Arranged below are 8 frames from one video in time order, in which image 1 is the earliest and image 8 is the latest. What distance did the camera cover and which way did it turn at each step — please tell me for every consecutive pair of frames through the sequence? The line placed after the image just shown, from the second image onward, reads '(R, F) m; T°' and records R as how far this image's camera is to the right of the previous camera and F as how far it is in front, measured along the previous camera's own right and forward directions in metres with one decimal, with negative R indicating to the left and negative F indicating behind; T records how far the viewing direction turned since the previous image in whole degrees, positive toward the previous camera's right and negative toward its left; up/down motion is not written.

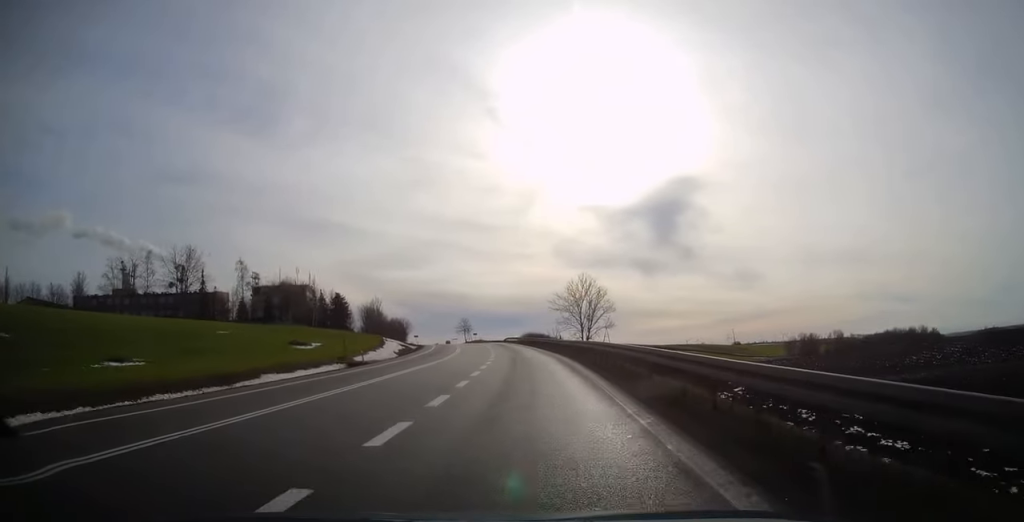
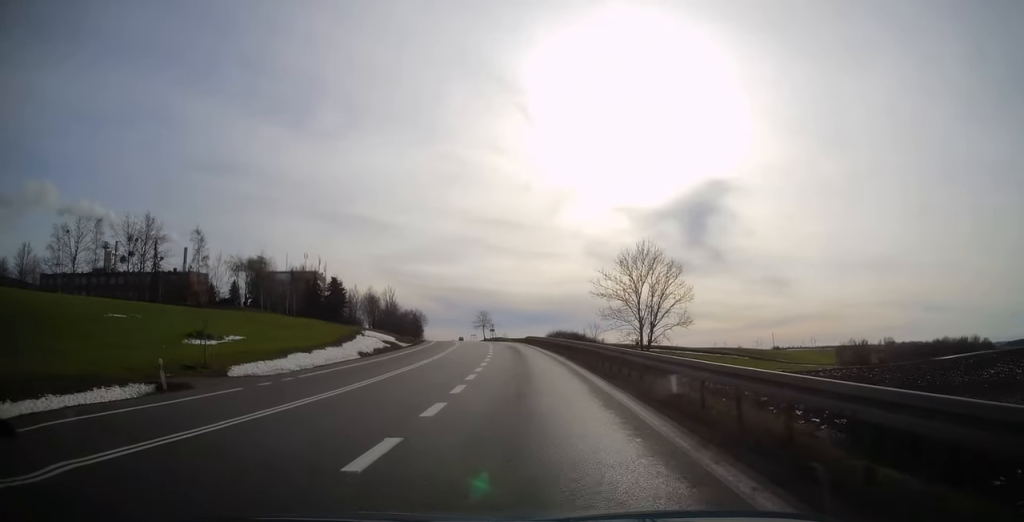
(-0.3, +26.7) m; -2°
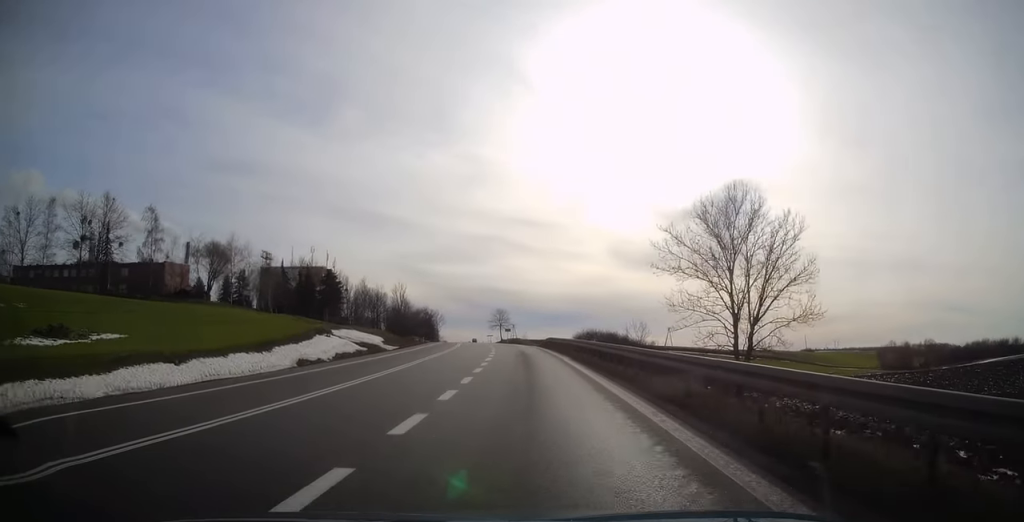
(-0.4, +18.8) m; -2°
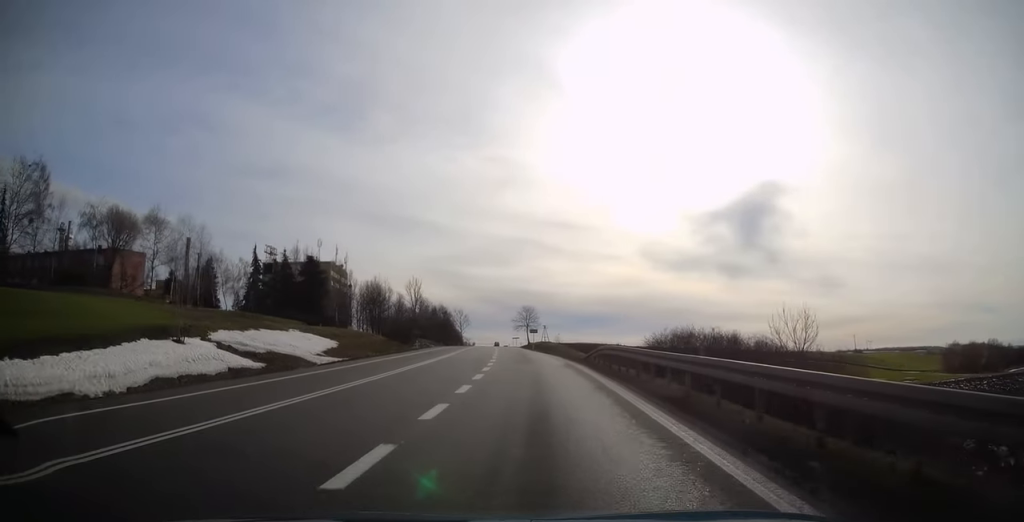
(-0.7, +27.5) m; -3°
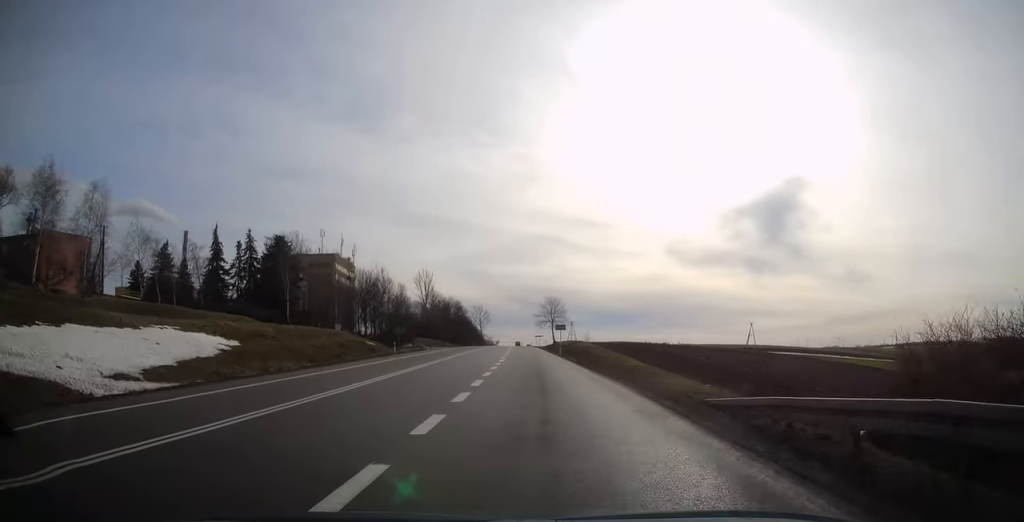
(-0.5, +22.2) m; -2°
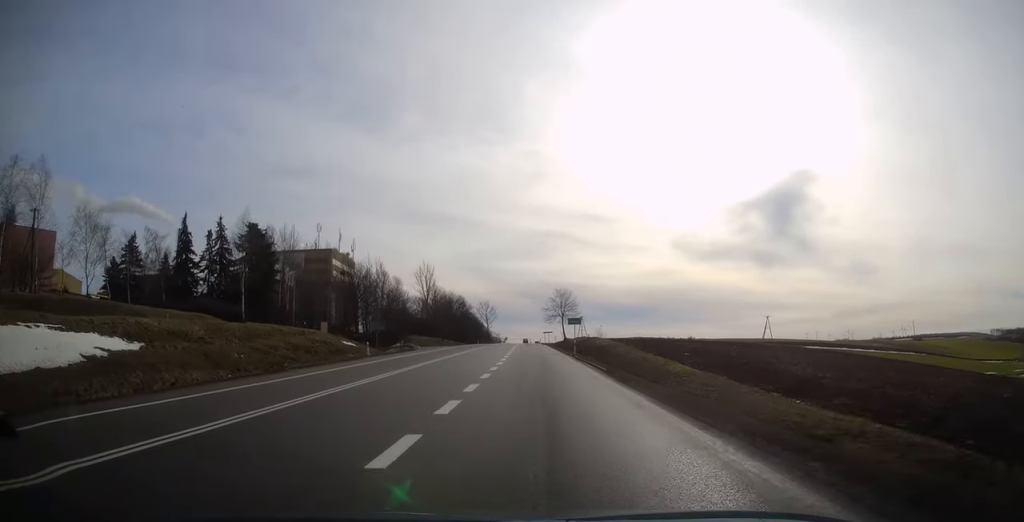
(-0.1, +10.5) m; -1°
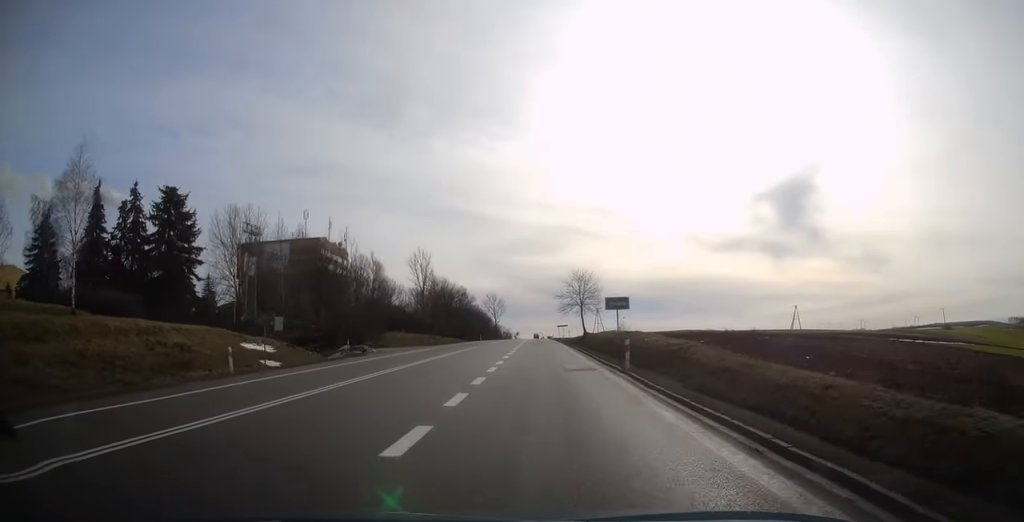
(-0.4, +20.5) m; -1°
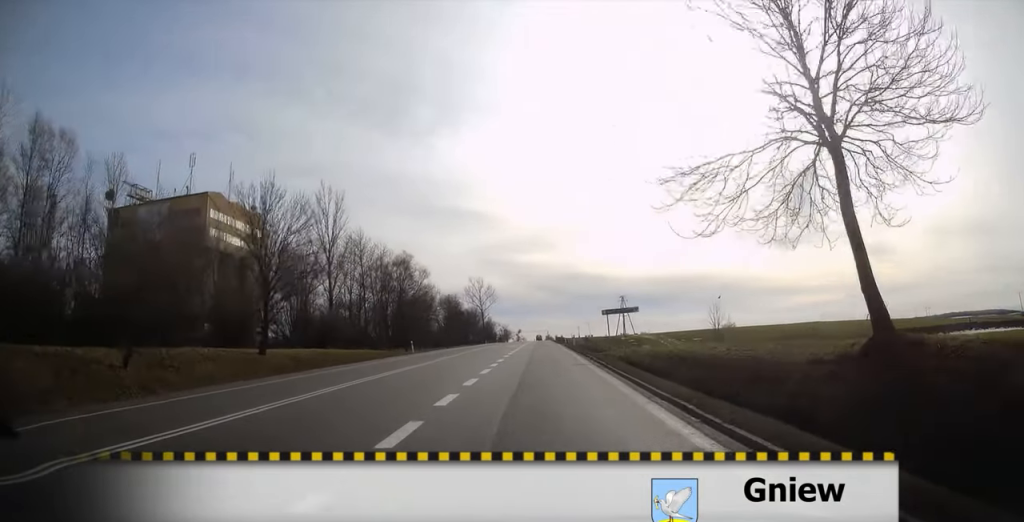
(-1.6, +67.0) m; -2°
